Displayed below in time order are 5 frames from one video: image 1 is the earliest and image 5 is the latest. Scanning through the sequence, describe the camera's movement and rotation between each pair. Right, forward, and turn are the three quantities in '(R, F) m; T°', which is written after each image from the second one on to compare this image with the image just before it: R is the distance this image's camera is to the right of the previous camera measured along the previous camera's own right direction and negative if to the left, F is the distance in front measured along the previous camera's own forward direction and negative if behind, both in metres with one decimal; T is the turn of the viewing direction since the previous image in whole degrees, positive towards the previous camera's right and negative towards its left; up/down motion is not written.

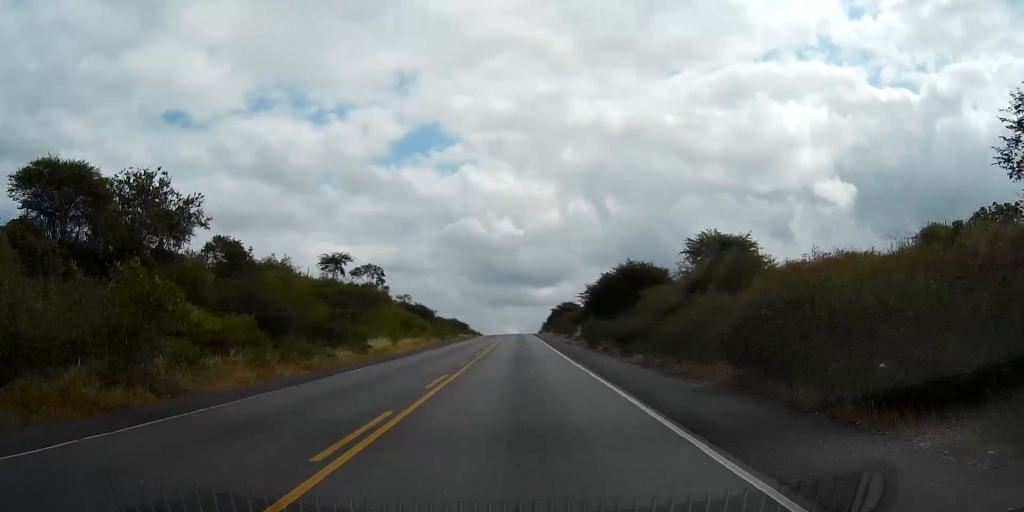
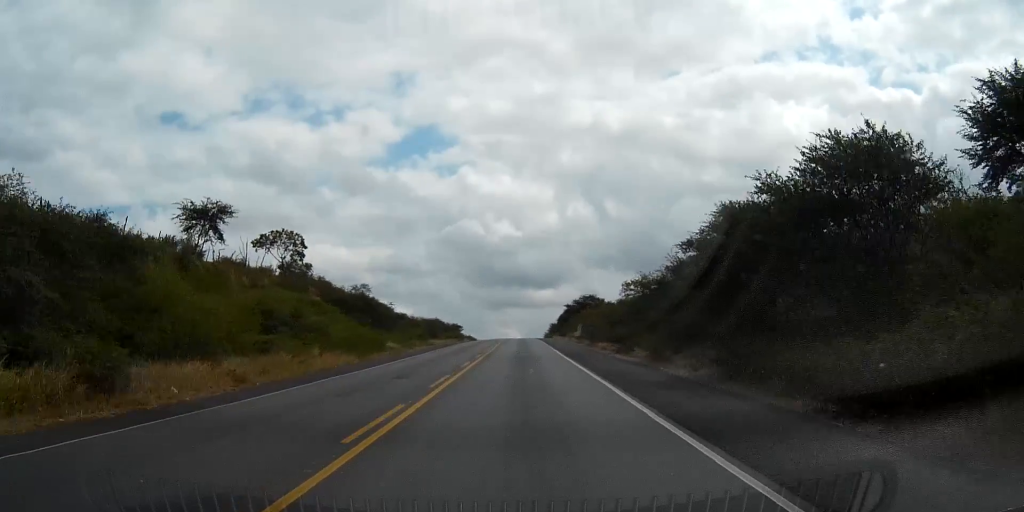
(+0.1, +35.9) m; 0°
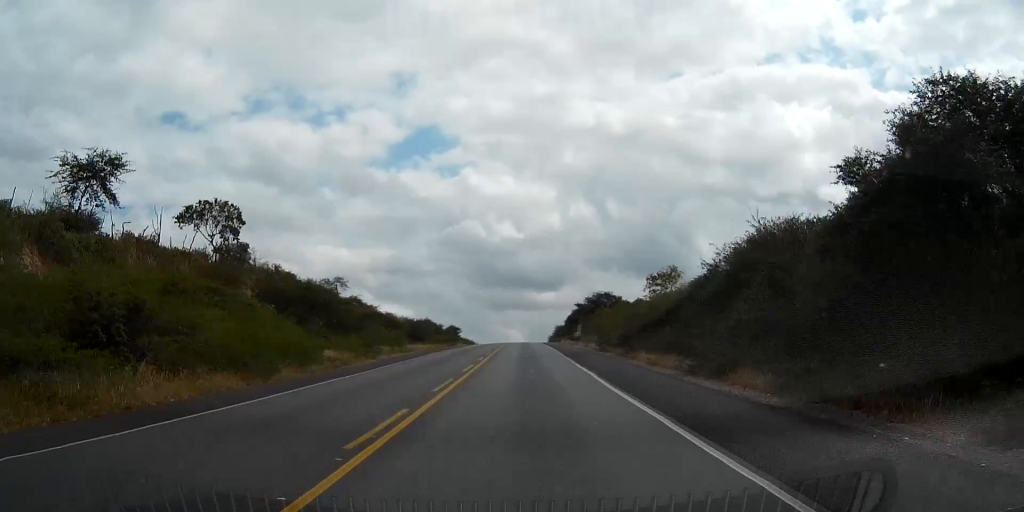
(-0.1, +14.7) m; 0°
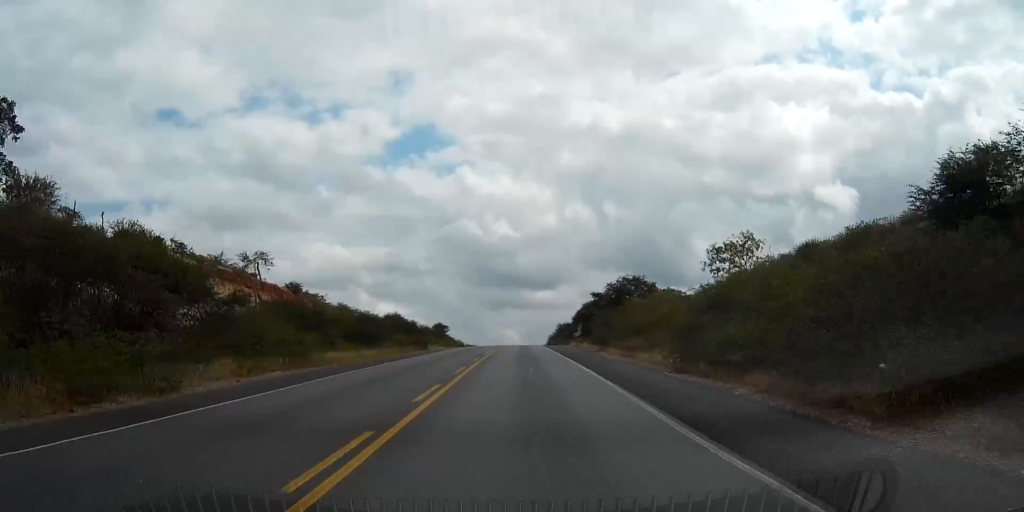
(0.0, +23.4) m; 0°
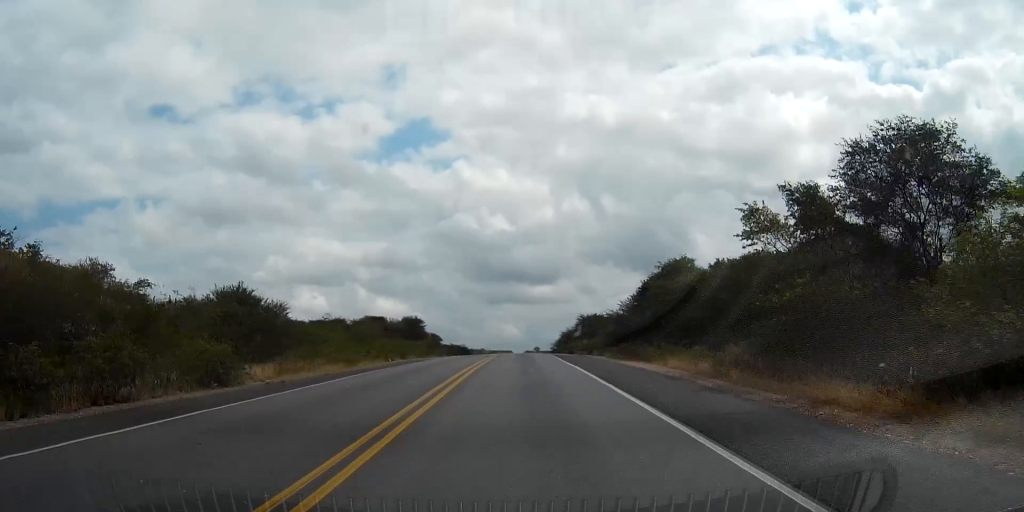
(+0.1, +45.6) m; 0°
